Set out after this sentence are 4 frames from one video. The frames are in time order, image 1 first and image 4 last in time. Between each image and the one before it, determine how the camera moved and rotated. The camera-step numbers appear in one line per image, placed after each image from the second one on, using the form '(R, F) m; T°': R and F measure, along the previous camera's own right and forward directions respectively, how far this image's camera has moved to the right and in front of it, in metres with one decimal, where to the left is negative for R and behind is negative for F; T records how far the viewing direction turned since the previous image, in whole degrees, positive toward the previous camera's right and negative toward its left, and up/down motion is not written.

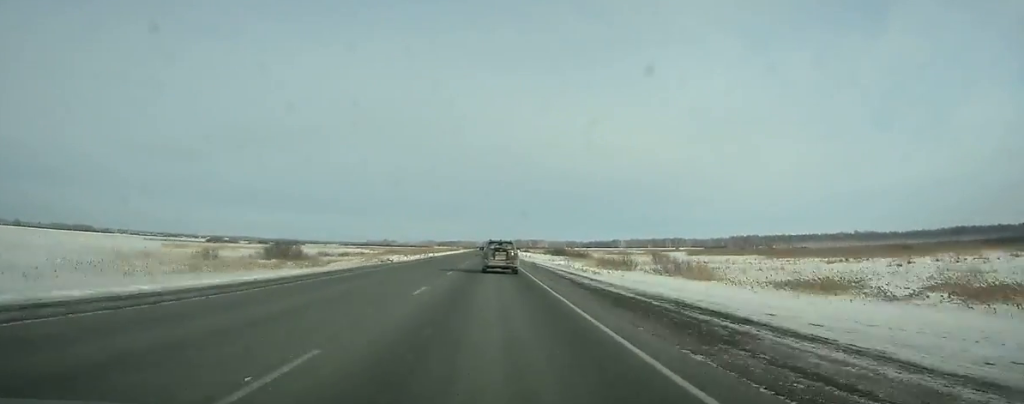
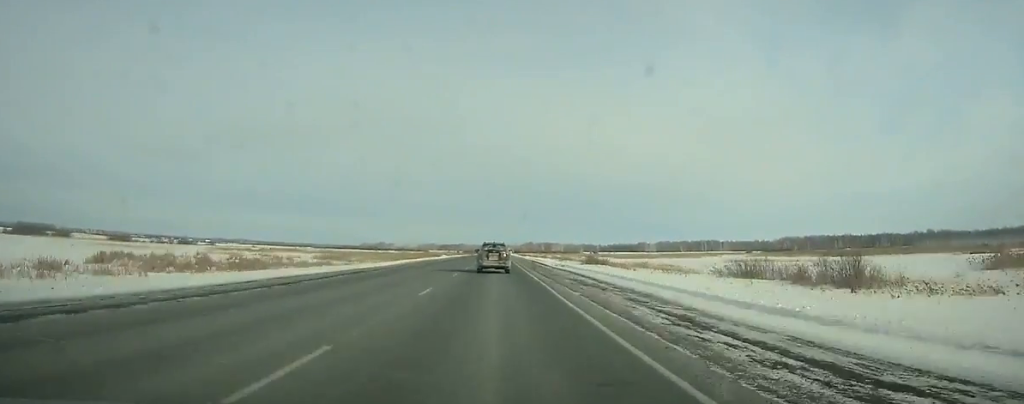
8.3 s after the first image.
(-0.2, +215.8) m; 0°
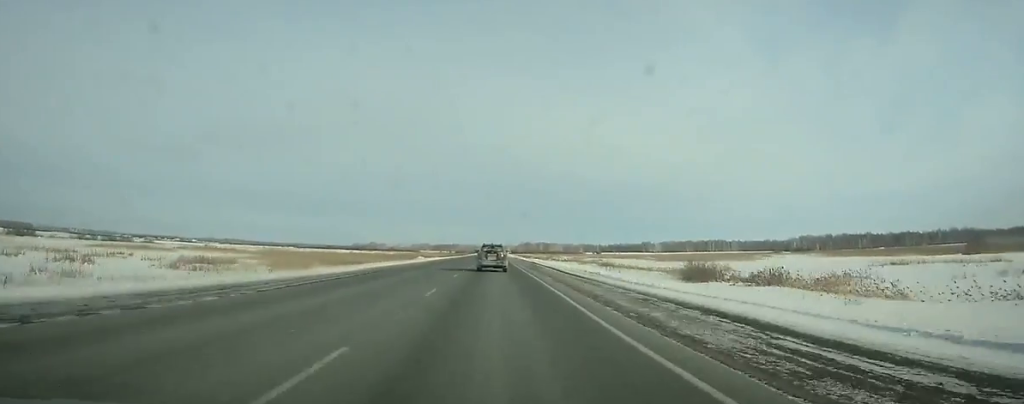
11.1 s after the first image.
(0.0, +72.7) m; 0°
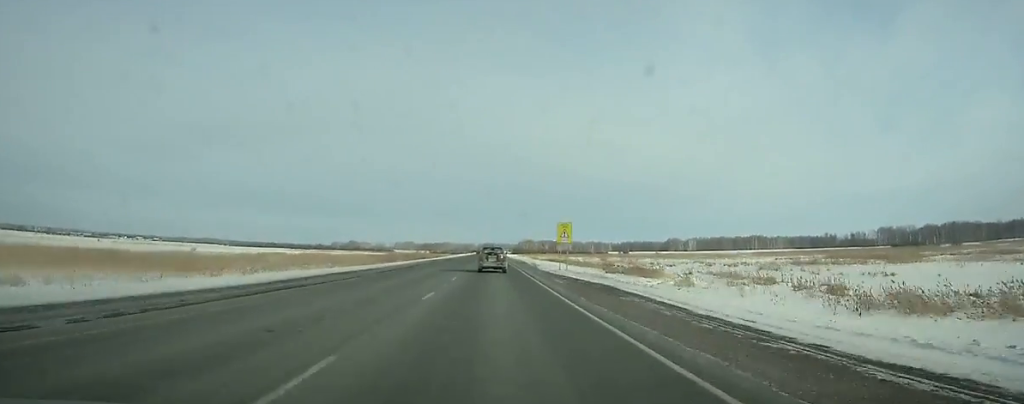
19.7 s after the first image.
(+0.5, +228.2) m; 0°
